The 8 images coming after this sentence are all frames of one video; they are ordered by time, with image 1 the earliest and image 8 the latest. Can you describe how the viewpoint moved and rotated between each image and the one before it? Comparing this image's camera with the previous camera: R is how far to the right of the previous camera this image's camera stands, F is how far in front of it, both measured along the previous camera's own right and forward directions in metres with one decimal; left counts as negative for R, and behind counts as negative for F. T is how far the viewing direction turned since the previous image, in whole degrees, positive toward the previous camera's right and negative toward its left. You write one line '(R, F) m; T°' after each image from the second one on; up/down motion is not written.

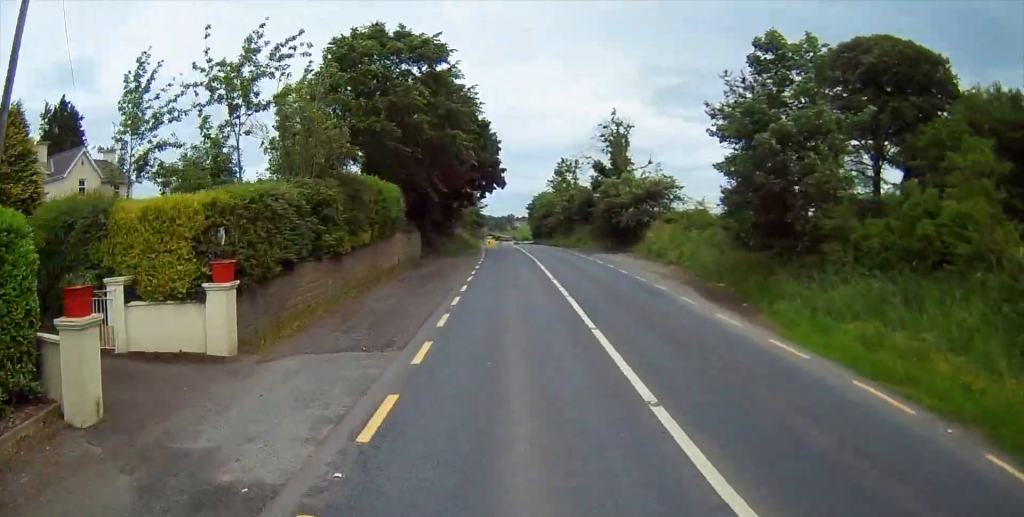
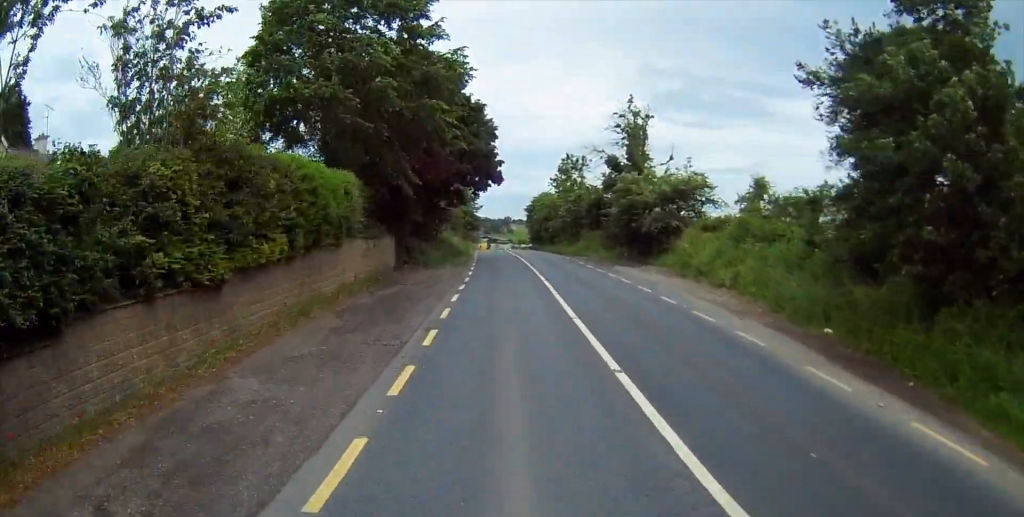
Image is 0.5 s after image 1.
(+0.2, +9.9) m; 0°
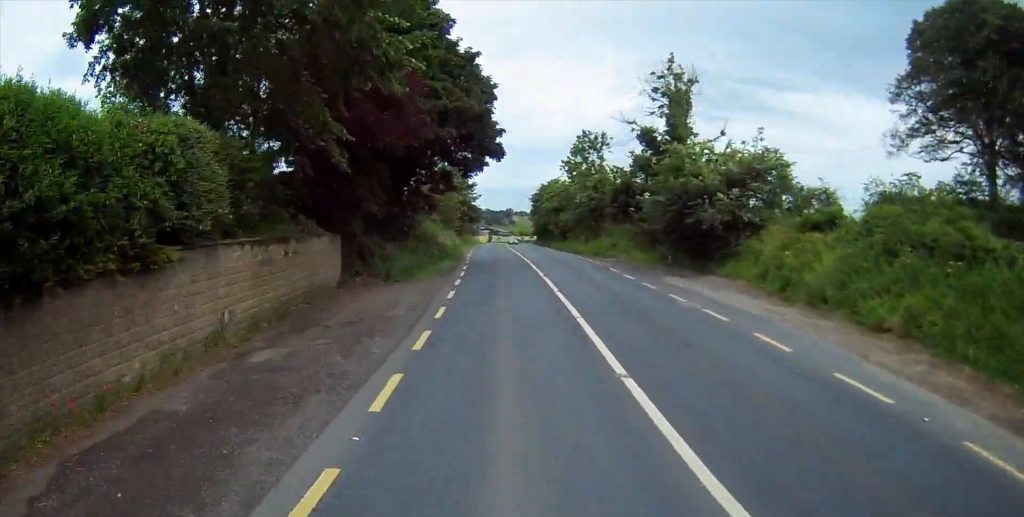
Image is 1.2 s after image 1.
(+0.2, +13.2) m; 0°
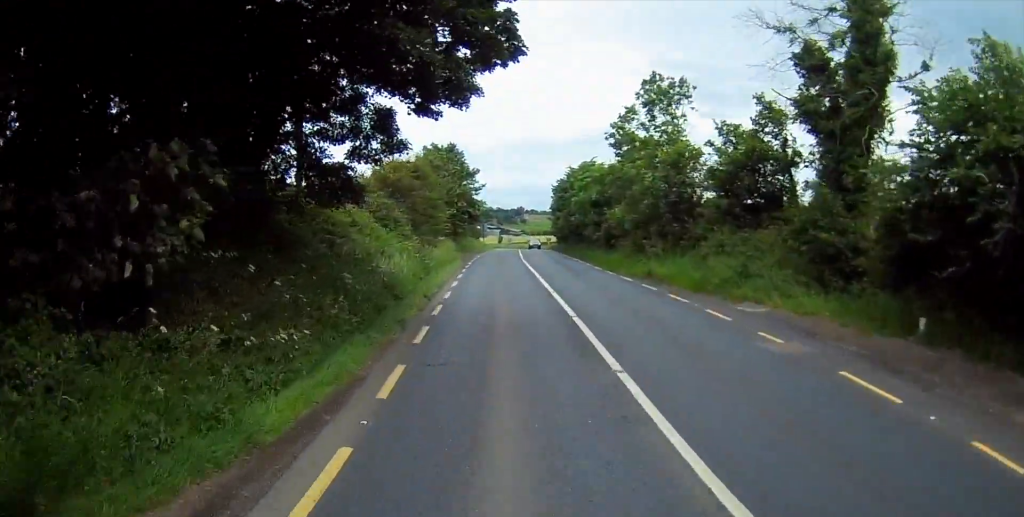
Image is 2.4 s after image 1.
(-0.3, +23.9) m; 0°
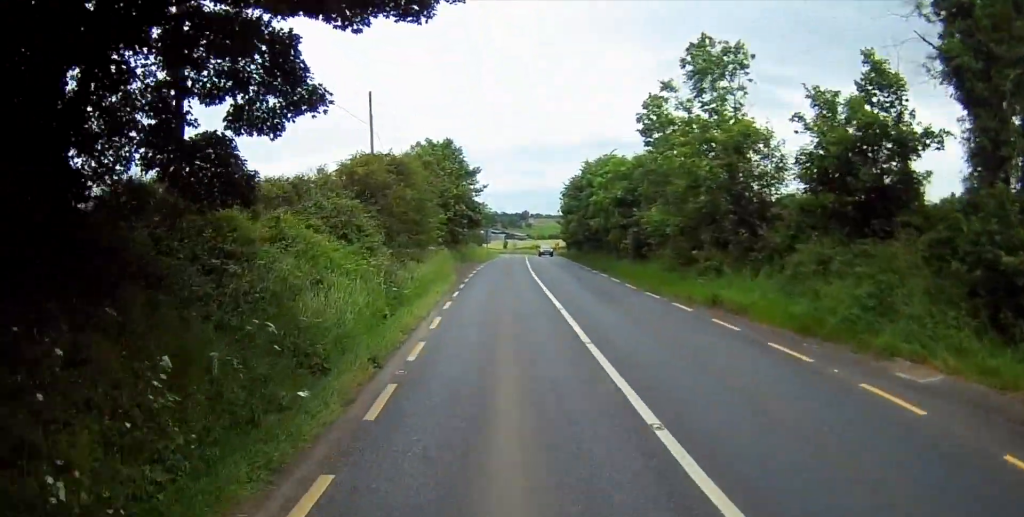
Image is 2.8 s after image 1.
(+0.2, +8.6) m; 0°
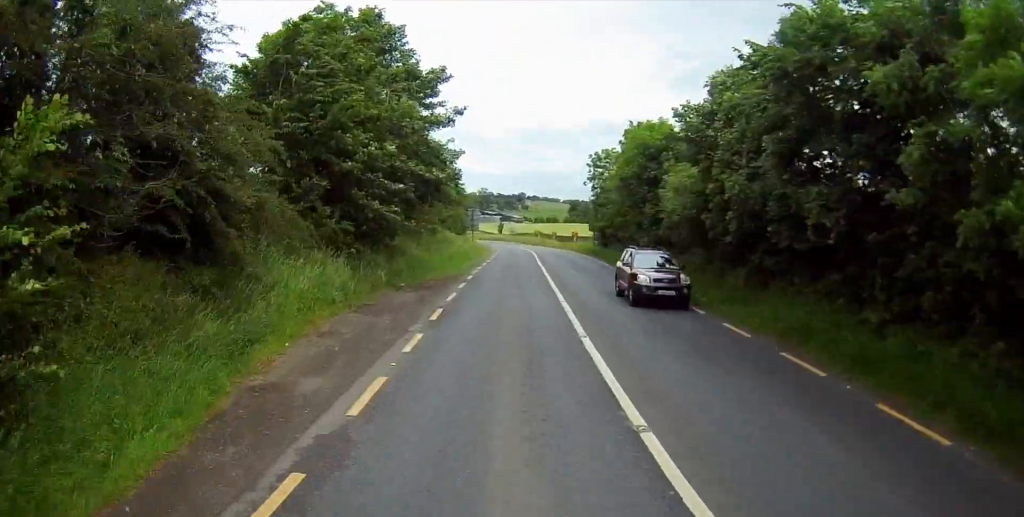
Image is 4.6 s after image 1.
(-1.0, +36.2) m; -2°
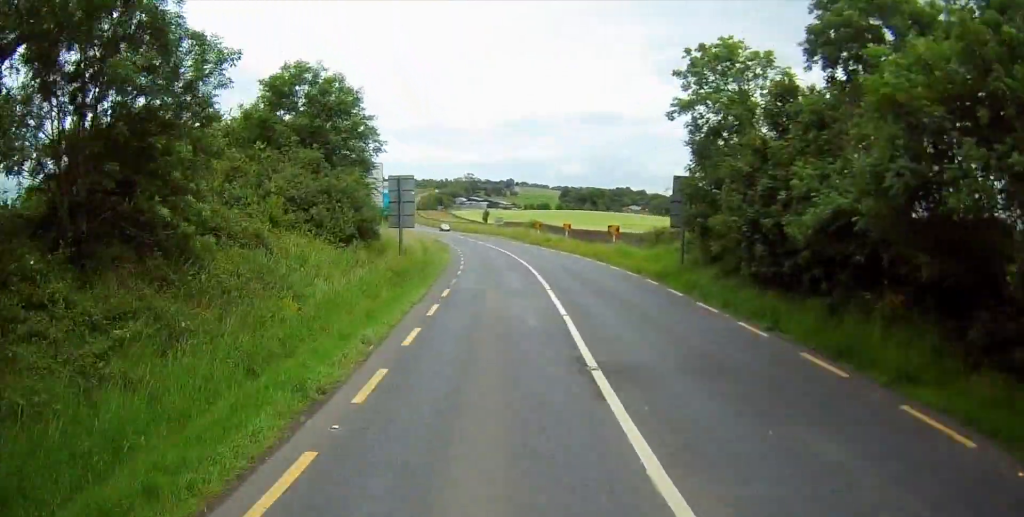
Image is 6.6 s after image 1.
(+0.8, +39.5) m; +1°
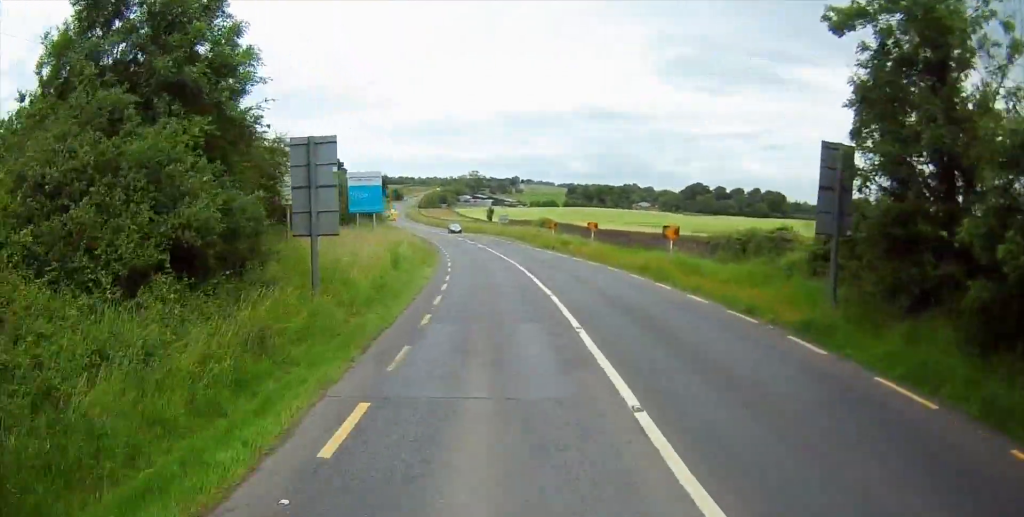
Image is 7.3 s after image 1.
(-0.1, +14.4) m; 0°
